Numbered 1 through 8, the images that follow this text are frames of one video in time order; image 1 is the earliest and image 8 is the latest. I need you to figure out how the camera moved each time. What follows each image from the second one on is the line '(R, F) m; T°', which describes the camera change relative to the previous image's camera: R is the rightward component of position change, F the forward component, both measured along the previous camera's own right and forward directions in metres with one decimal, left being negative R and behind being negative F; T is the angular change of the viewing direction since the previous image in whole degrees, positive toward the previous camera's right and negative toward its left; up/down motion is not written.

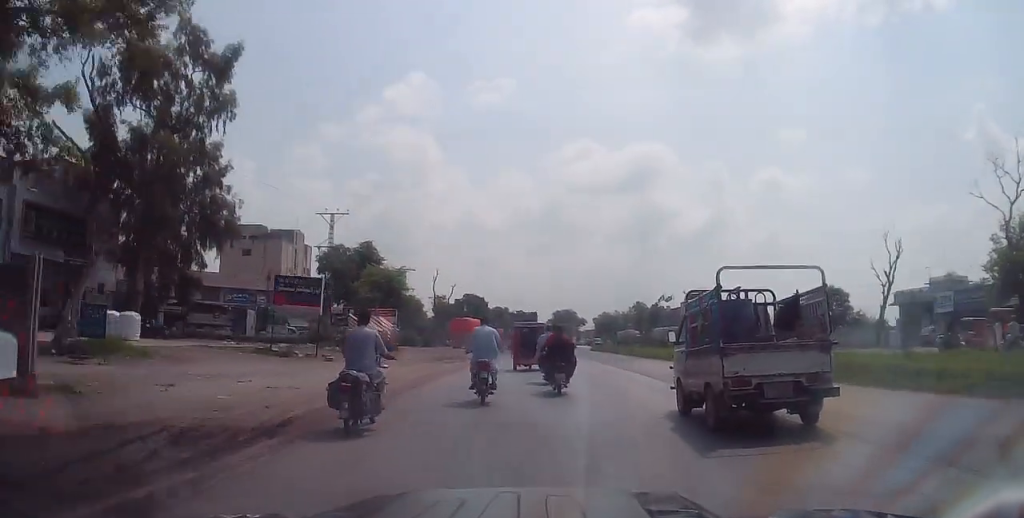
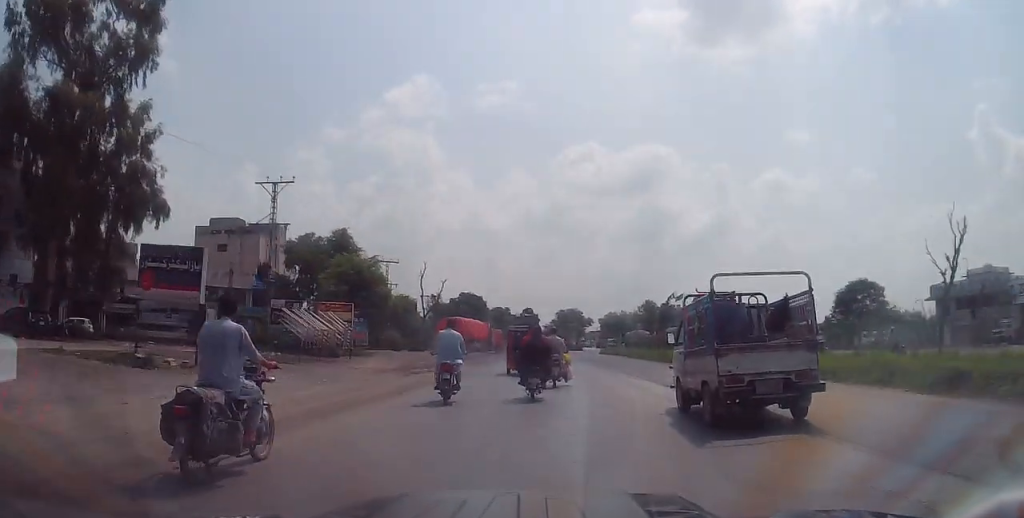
(-0.3, +9.8) m; -2°
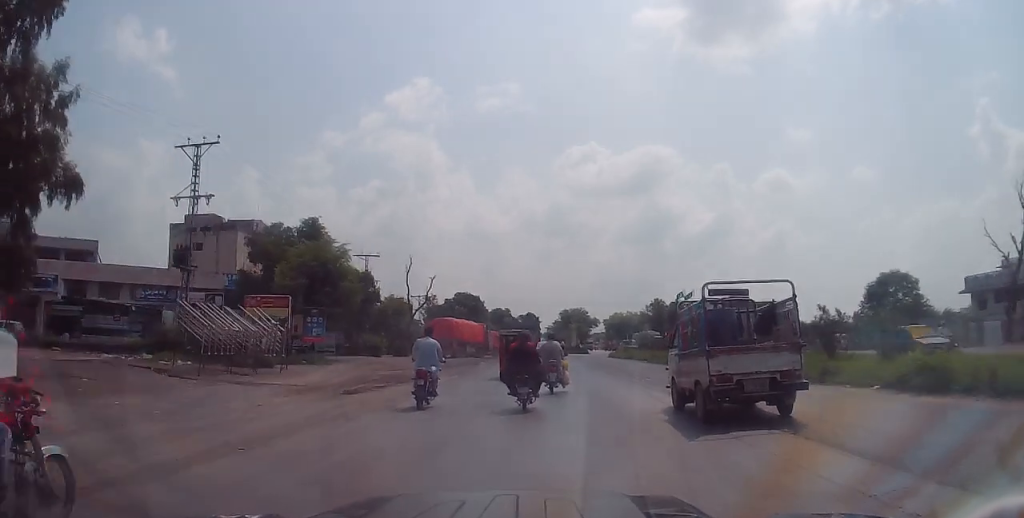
(0.0, +8.1) m; 0°
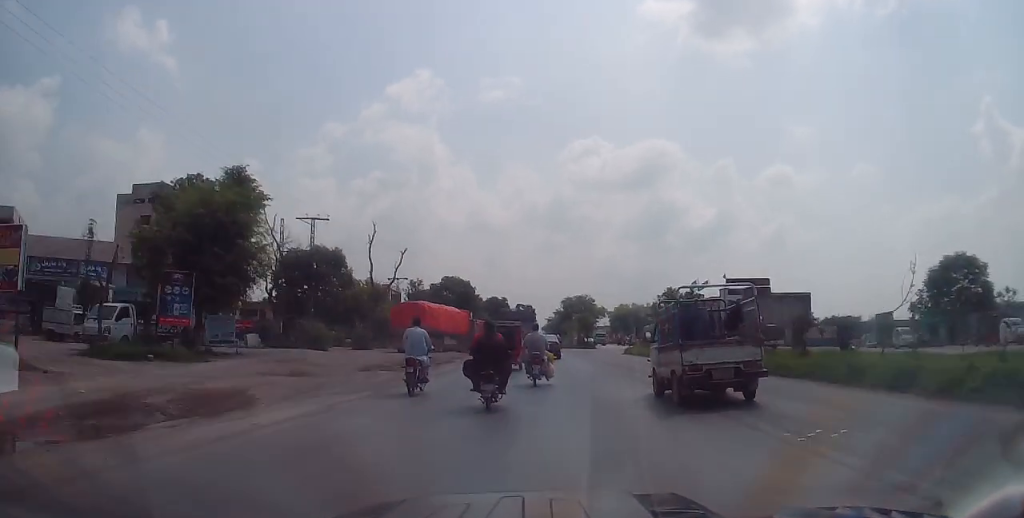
(+0.3, +13.8) m; +2°
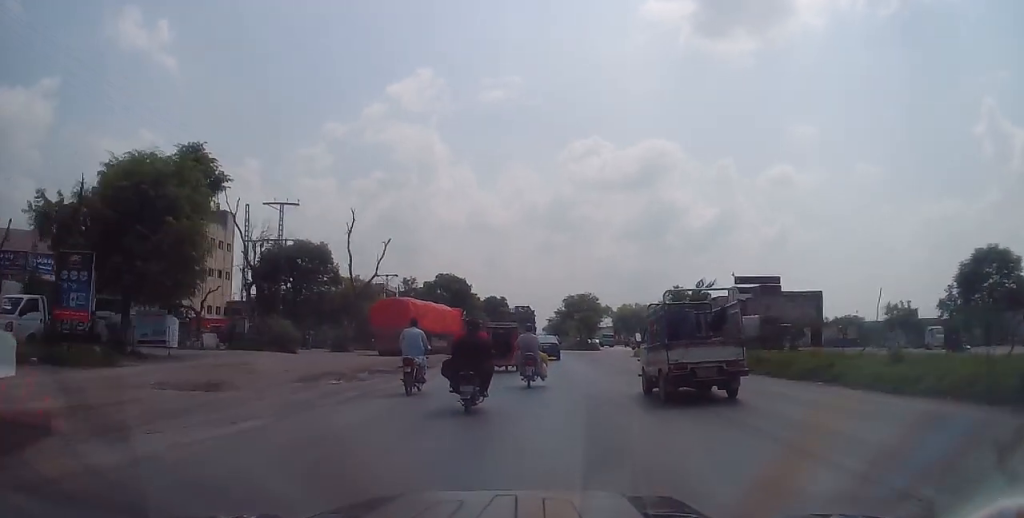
(+0.3, +5.5) m; 0°
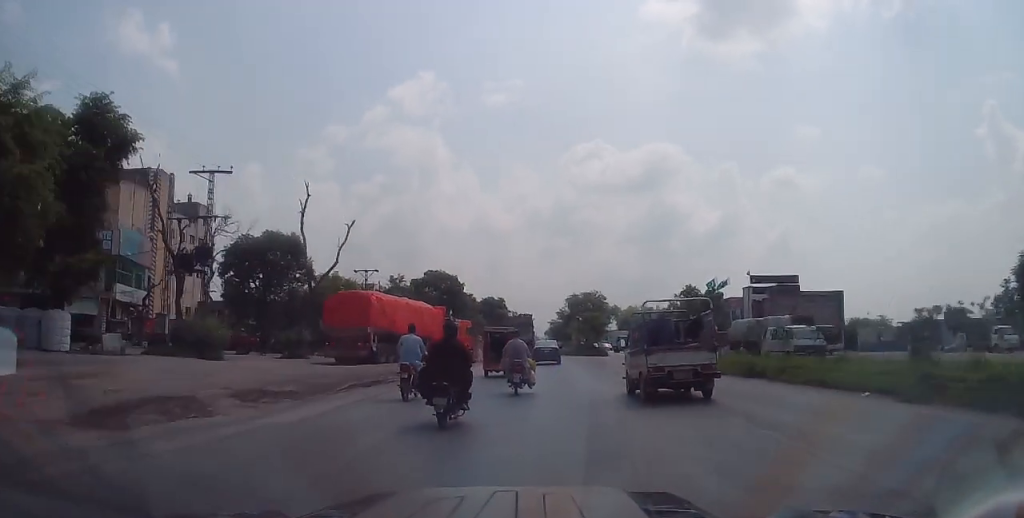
(-0.4, +9.0) m; 0°
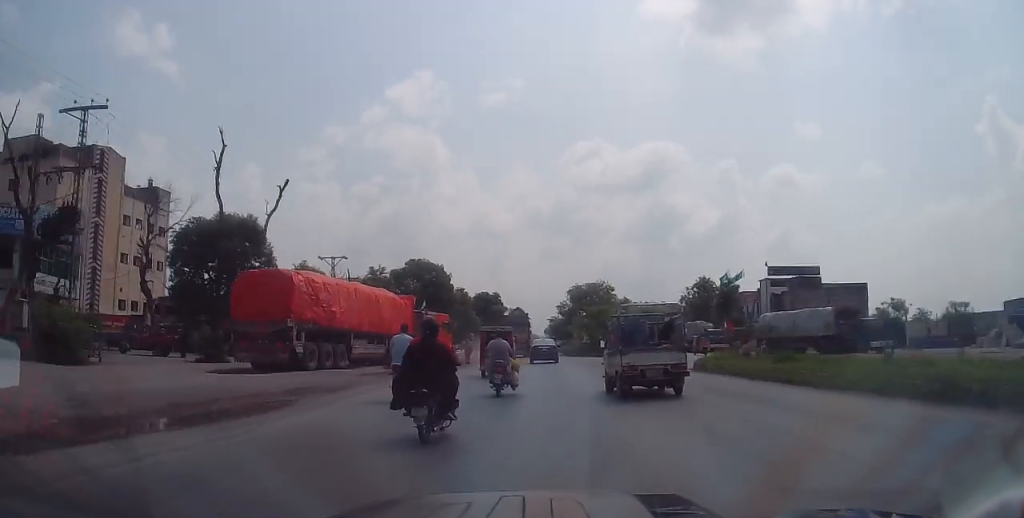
(+0.2, +9.9) m; 0°
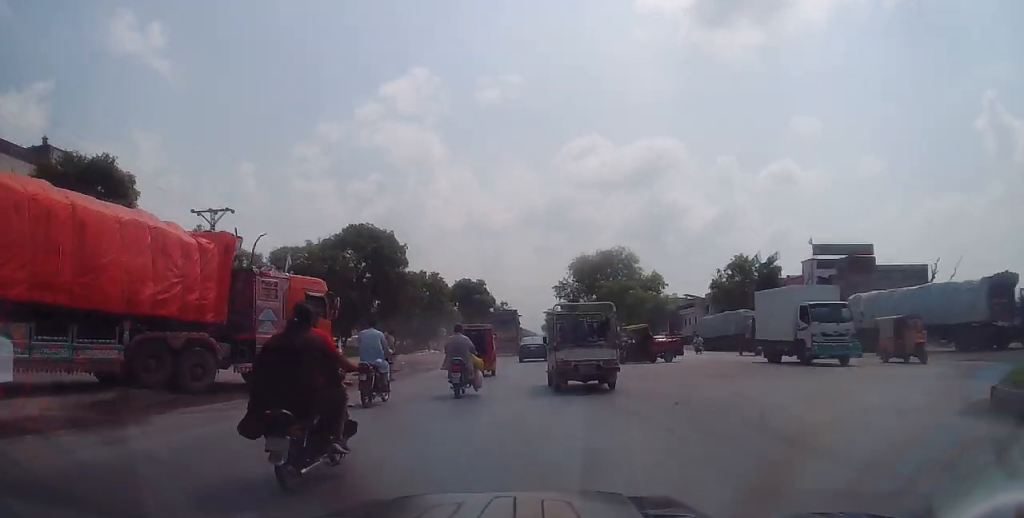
(-0.6, +20.0) m; -3°
